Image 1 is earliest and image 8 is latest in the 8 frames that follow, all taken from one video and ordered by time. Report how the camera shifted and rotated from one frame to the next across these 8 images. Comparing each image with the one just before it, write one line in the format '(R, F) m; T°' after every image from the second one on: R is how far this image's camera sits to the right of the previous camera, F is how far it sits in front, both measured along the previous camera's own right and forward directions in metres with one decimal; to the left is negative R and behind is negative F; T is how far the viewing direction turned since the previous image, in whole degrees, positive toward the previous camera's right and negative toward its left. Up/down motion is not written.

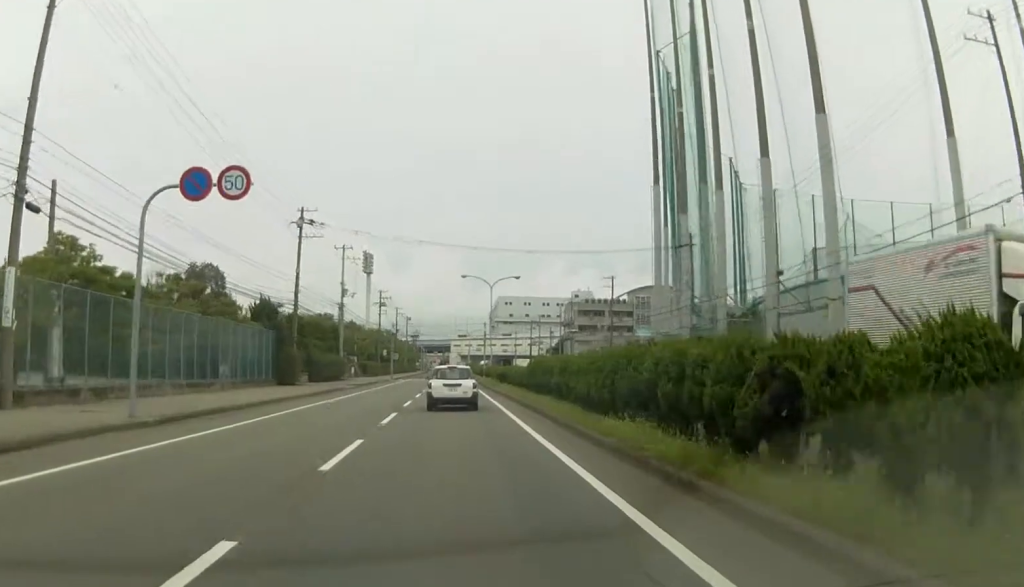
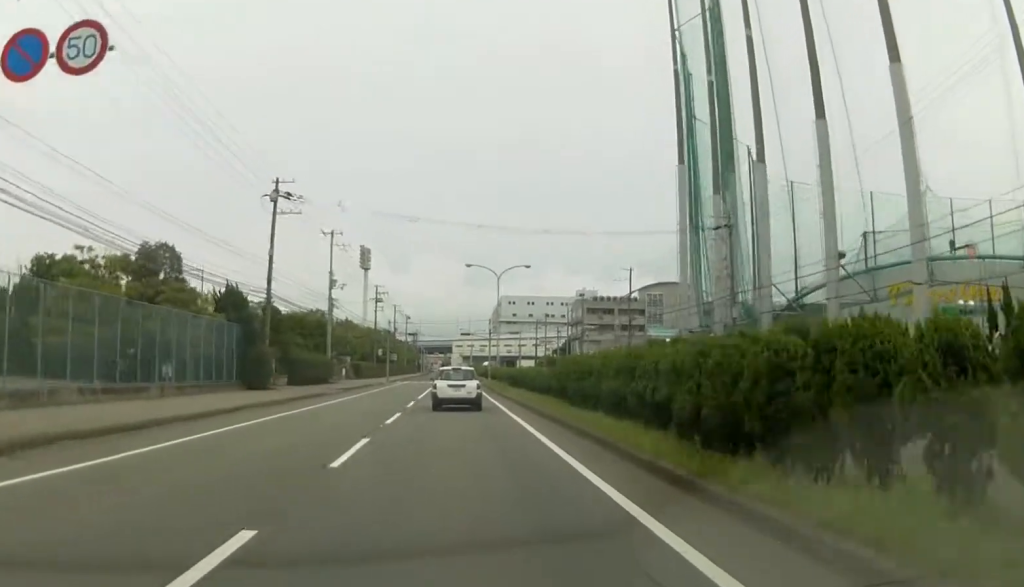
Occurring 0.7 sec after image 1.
(+0.1, +9.6) m; +1°
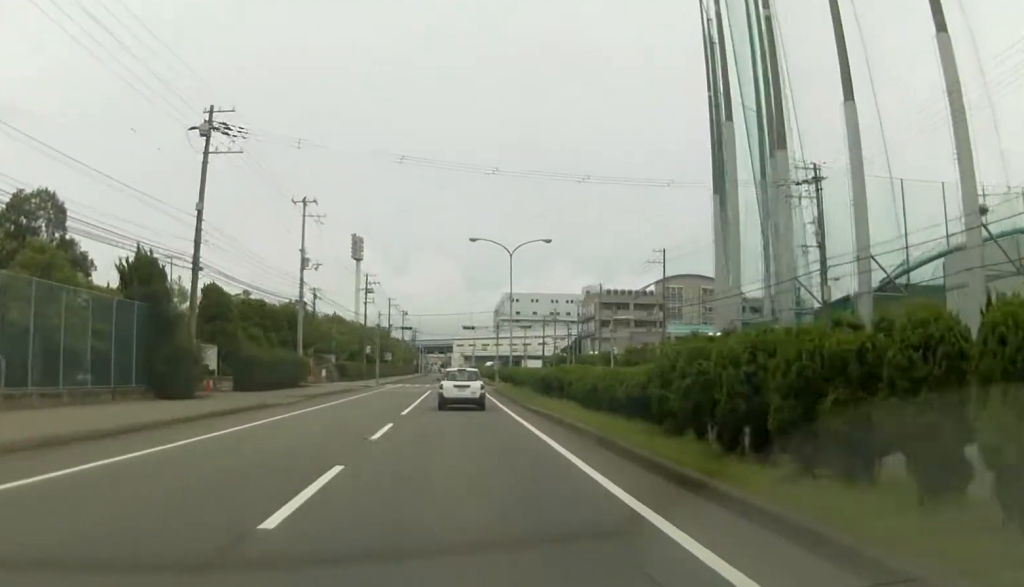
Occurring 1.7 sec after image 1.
(0.0, +14.9) m; -1°
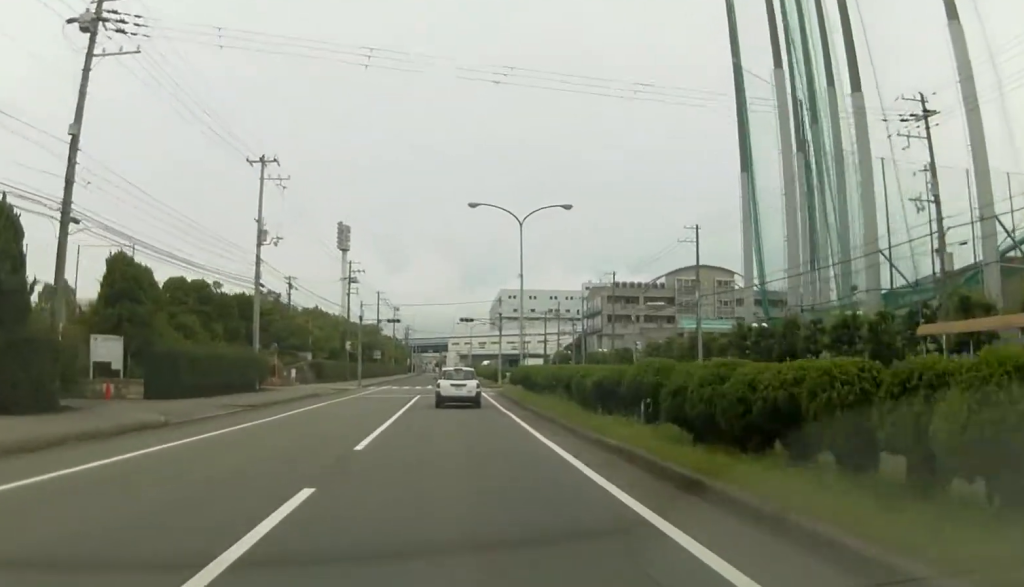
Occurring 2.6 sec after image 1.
(-0.1, +12.5) m; -1°
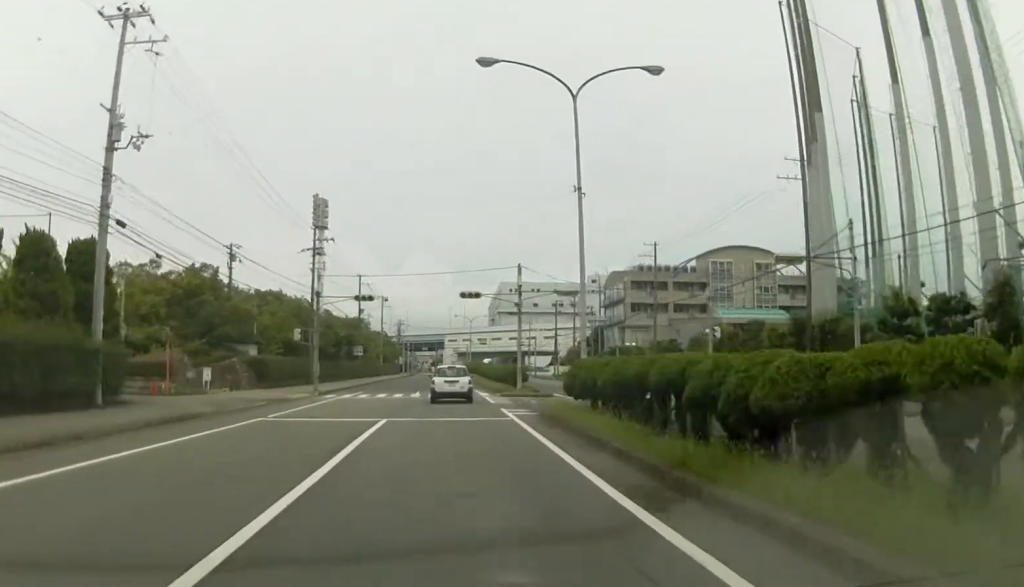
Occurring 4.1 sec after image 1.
(0.0, +22.1) m; 0°
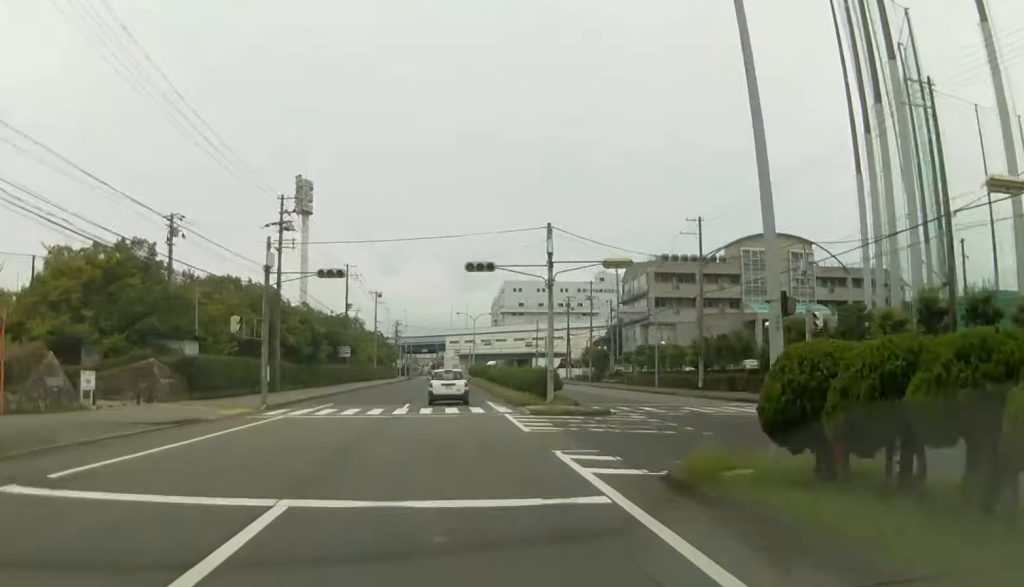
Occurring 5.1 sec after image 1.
(0.0, +14.3) m; 0°
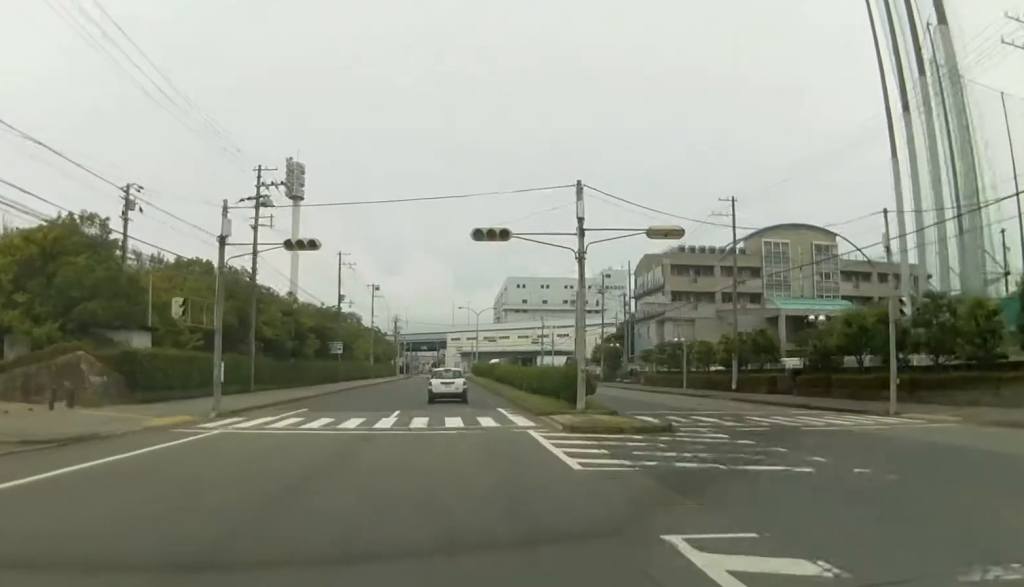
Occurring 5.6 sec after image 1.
(0.0, +7.6) m; 0°
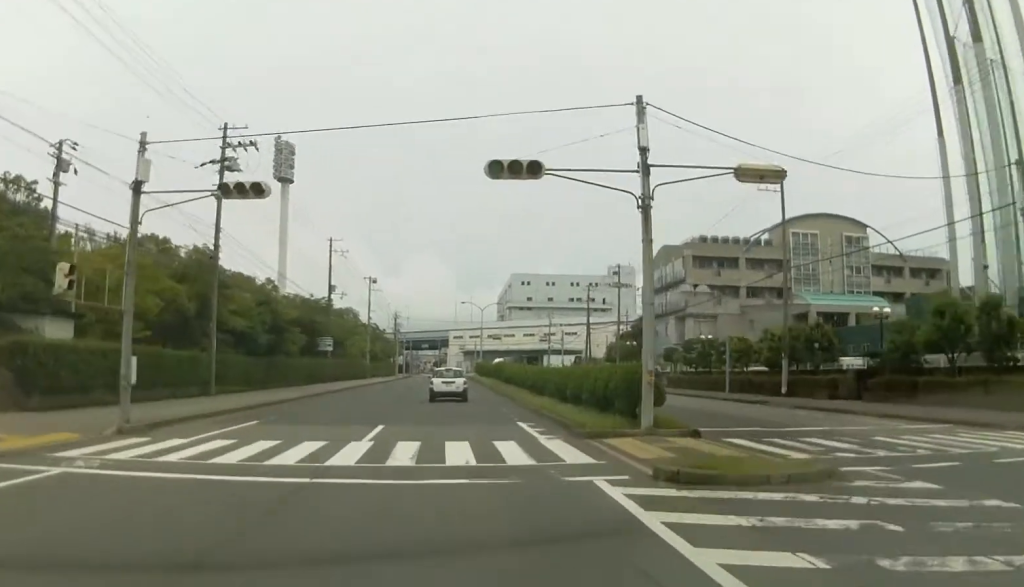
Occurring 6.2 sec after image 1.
(0.0, +8.5) m; 0°
